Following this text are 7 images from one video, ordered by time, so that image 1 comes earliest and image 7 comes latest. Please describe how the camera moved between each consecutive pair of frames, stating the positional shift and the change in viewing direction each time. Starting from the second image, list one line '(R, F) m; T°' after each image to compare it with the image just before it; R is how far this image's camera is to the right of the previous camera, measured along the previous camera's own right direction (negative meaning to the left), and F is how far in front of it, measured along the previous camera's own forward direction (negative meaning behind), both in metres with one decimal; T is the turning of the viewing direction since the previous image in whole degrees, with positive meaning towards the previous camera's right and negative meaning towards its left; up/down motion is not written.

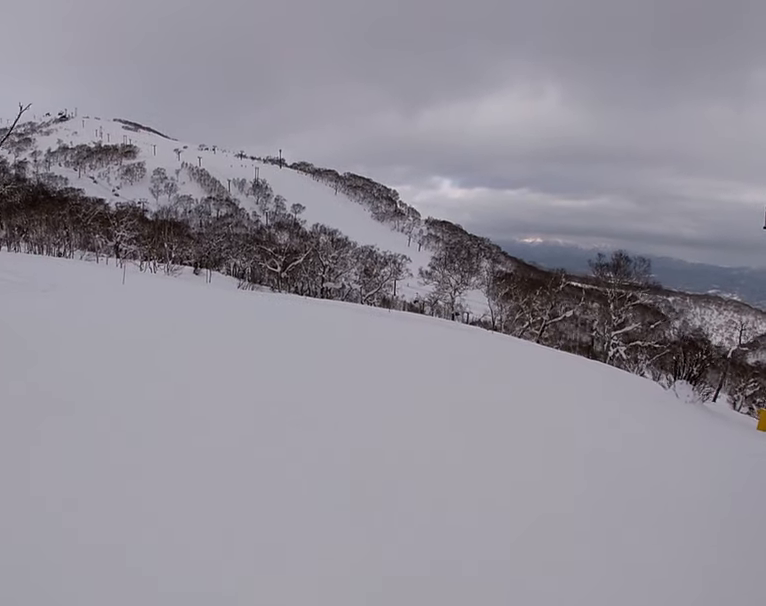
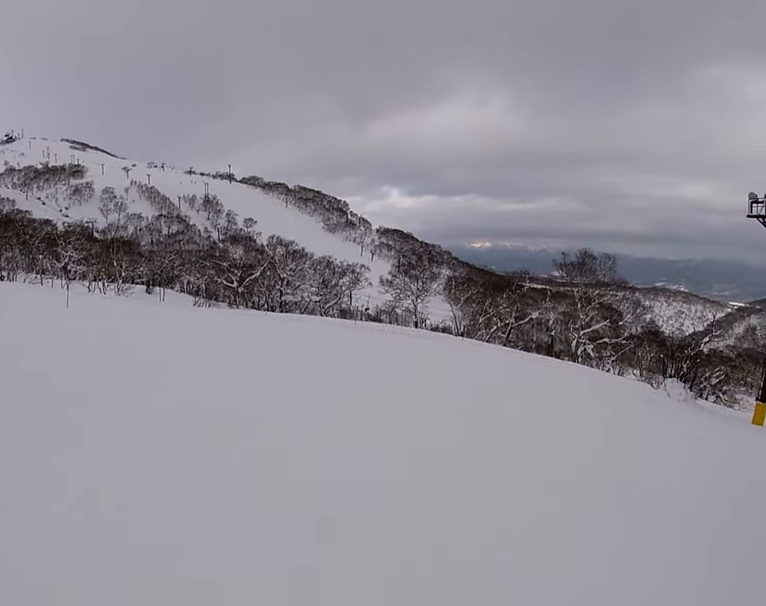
(-0.1, +3.0) m; -1°
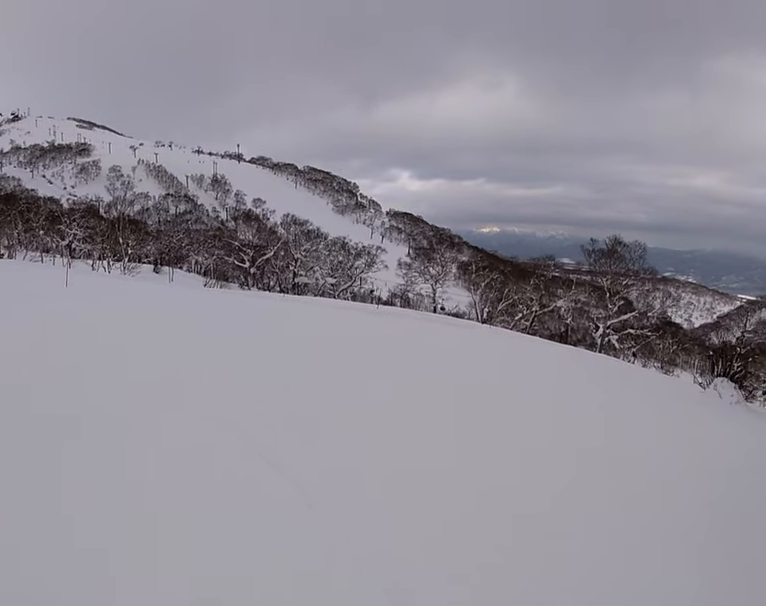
(-0.1, +3.0) m; +1°
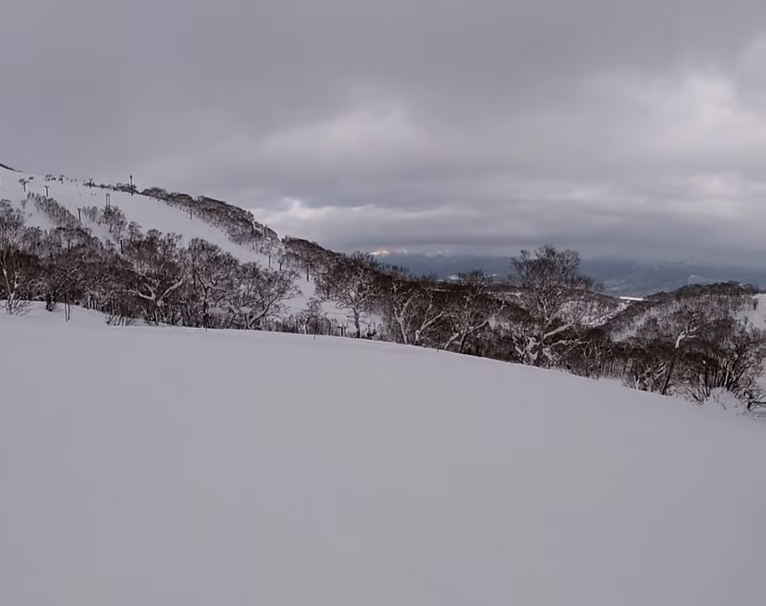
(+0.8, +6.8) m; +23°
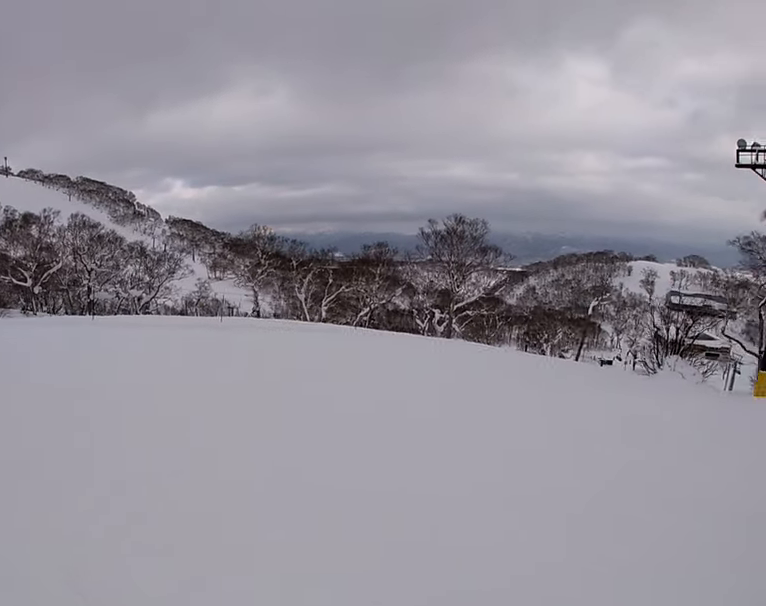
(+0.9, +4.9) m; +21°
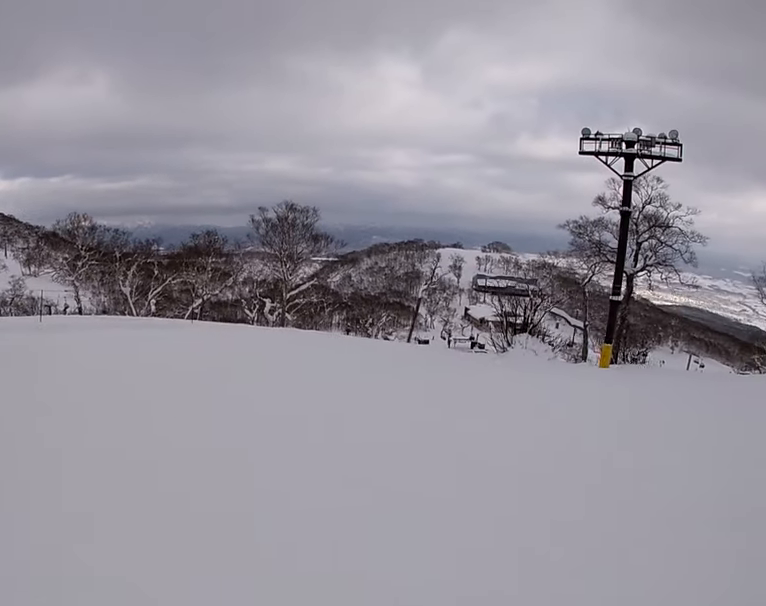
(+0.5, +2.9) m; +9°
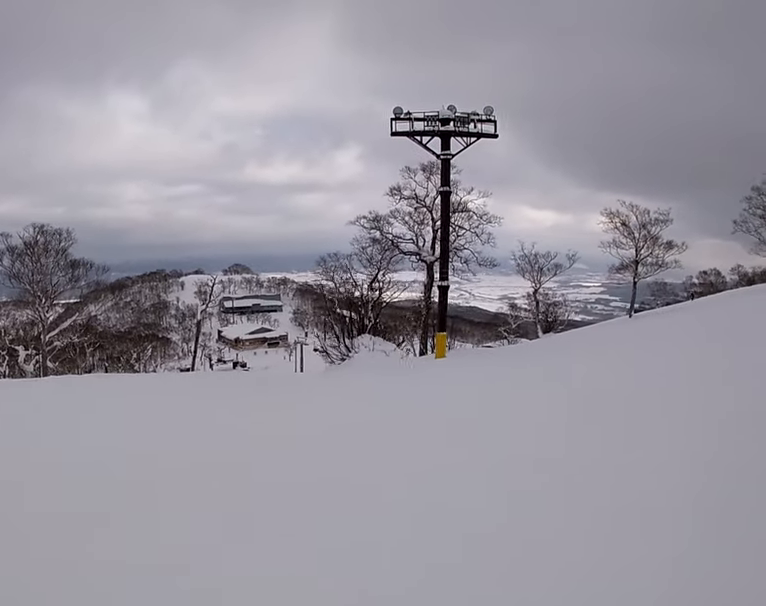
(+1.3, +6.9) m; +16°
